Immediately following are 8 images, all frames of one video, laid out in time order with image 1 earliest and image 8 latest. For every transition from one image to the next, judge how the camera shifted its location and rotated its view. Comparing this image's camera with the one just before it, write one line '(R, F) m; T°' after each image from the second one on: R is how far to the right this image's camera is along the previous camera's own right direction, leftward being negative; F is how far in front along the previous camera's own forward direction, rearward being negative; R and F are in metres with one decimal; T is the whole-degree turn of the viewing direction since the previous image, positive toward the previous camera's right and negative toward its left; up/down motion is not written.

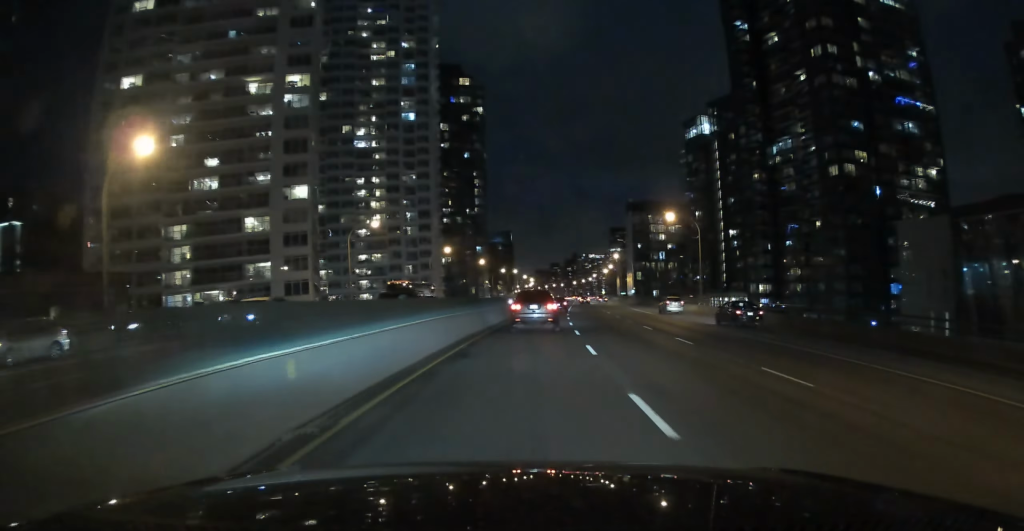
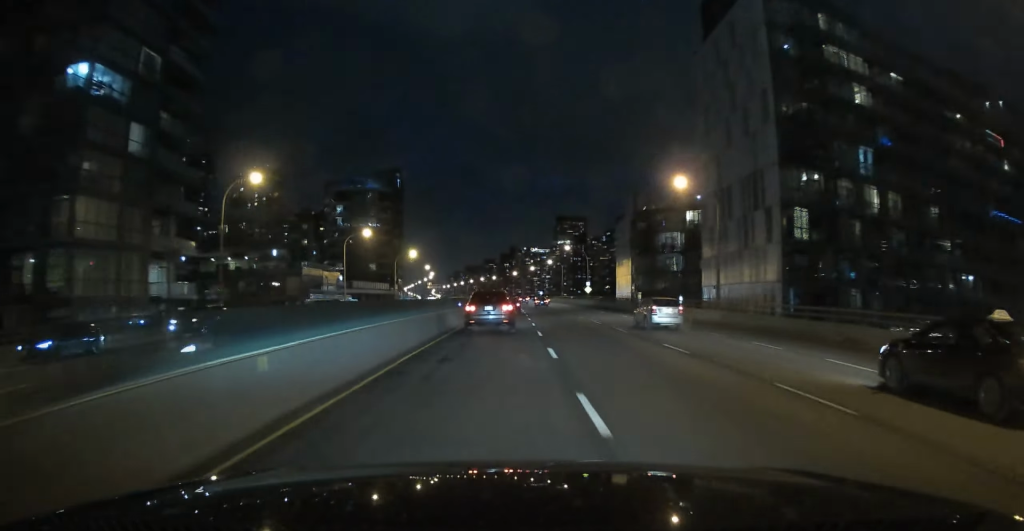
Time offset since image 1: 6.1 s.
(+11.8, +167.4) m; +5°
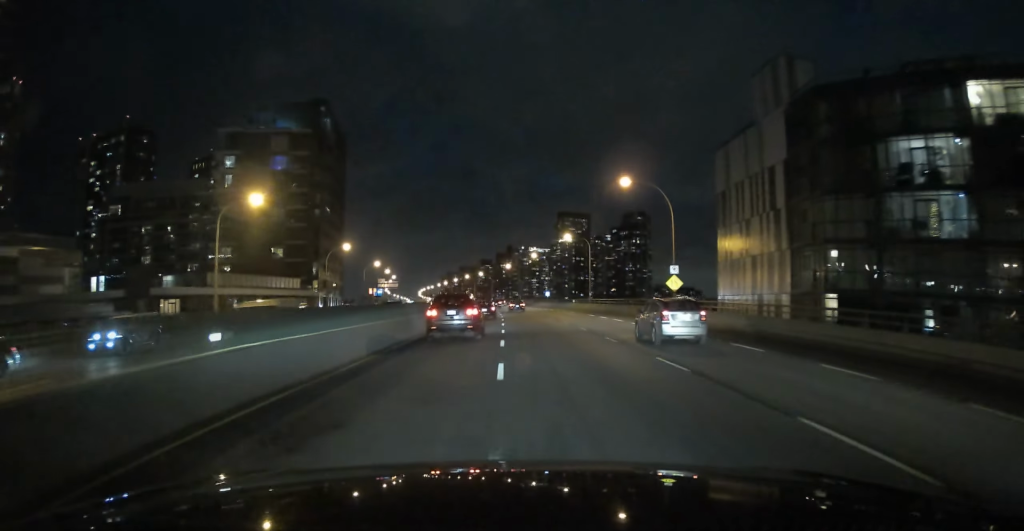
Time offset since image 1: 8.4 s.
(+0.4, +66.8) m; -1°
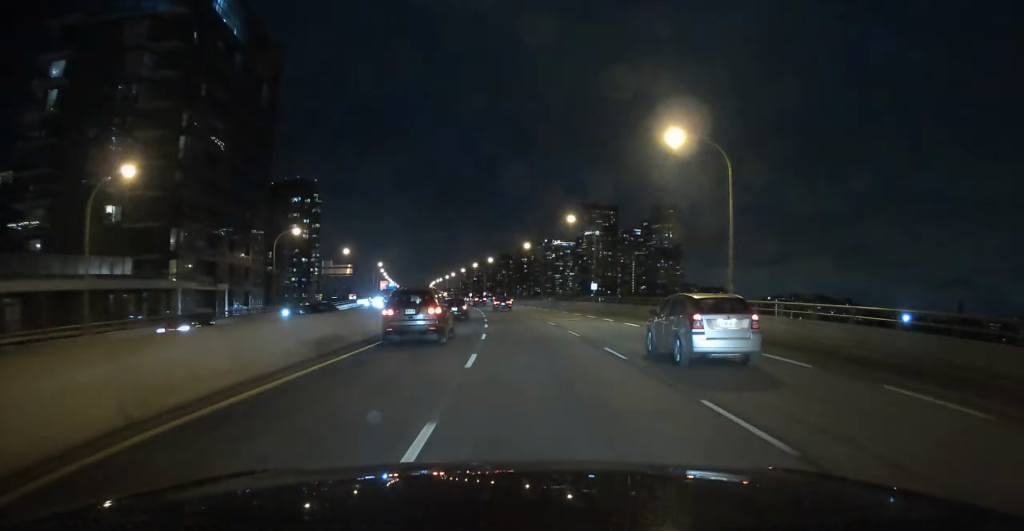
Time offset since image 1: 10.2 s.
(+0.5, +50.0) m; -2°
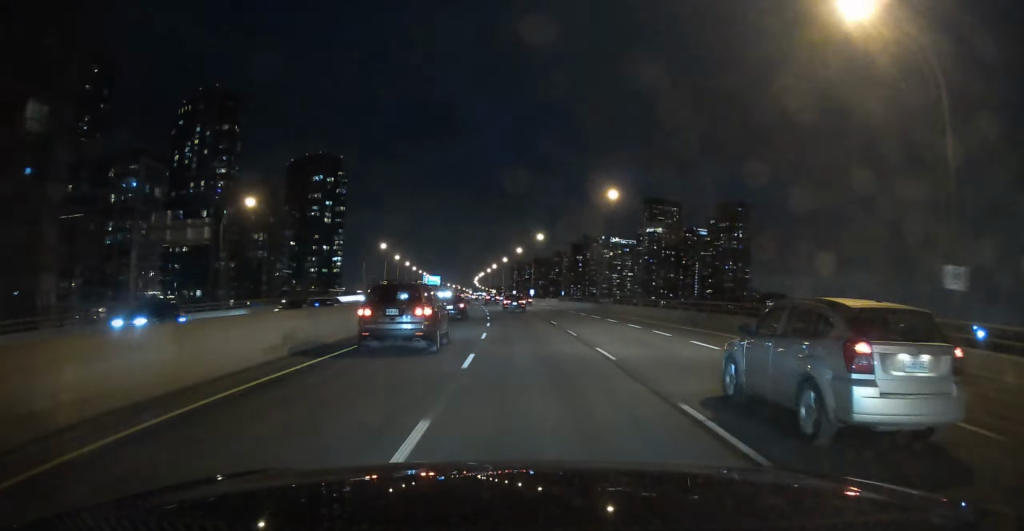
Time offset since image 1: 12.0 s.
(-2.1, +51.6) m; -3°
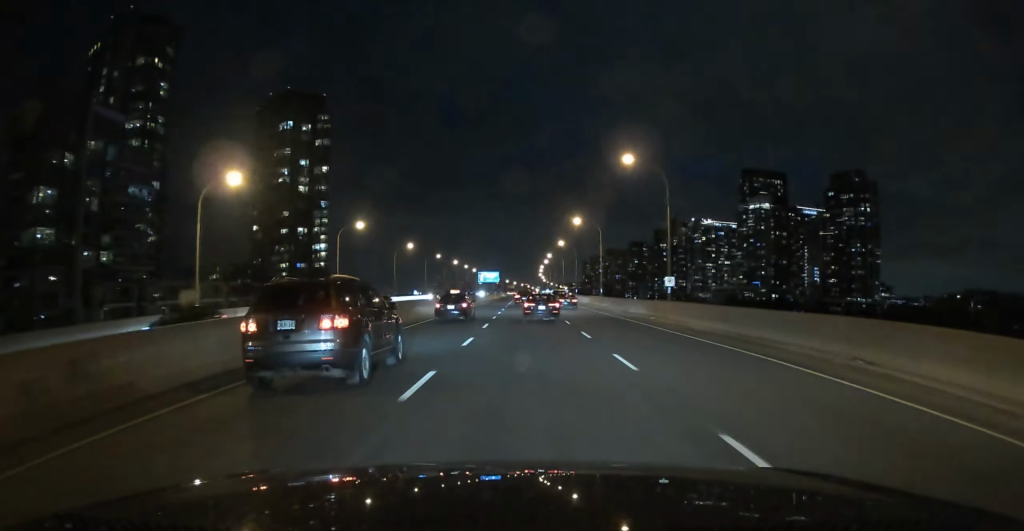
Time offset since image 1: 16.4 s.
(-6.8, +118.4) m; -5°
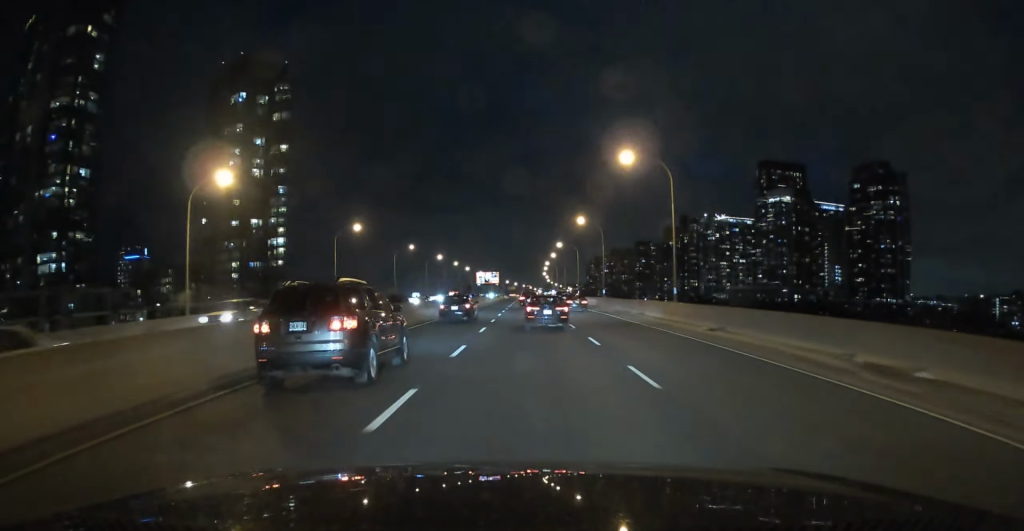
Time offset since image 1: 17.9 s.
(-0.2, +37.8) m; -1°
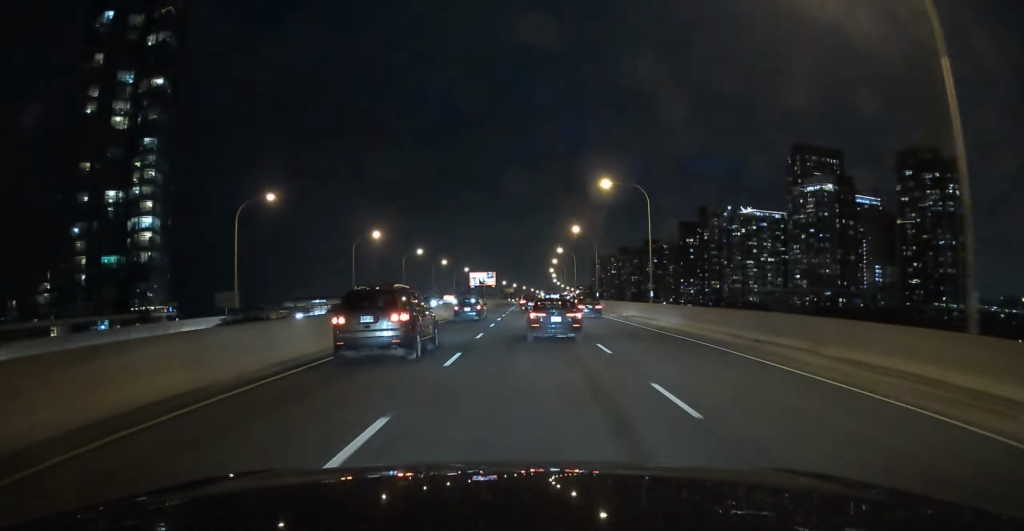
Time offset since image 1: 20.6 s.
(-0.4, +66.6) m; -1°
